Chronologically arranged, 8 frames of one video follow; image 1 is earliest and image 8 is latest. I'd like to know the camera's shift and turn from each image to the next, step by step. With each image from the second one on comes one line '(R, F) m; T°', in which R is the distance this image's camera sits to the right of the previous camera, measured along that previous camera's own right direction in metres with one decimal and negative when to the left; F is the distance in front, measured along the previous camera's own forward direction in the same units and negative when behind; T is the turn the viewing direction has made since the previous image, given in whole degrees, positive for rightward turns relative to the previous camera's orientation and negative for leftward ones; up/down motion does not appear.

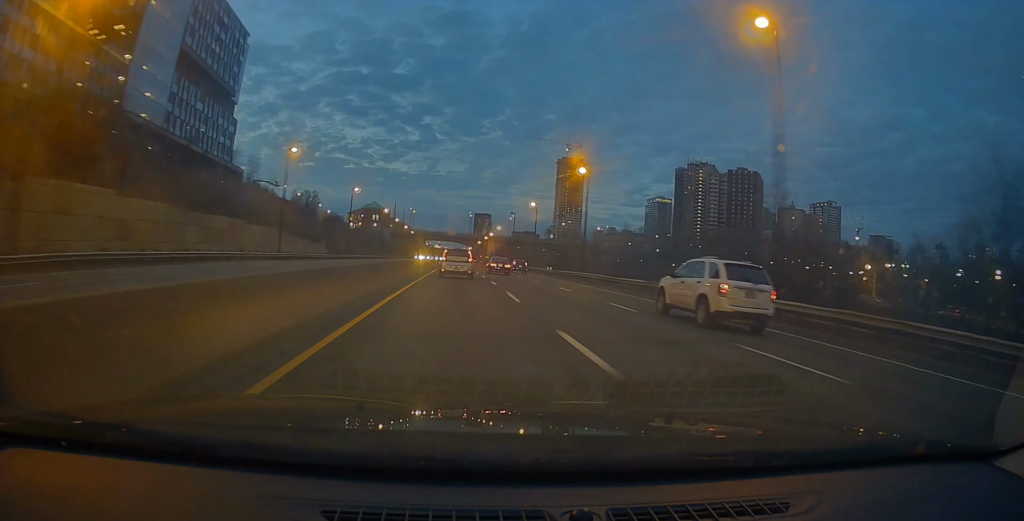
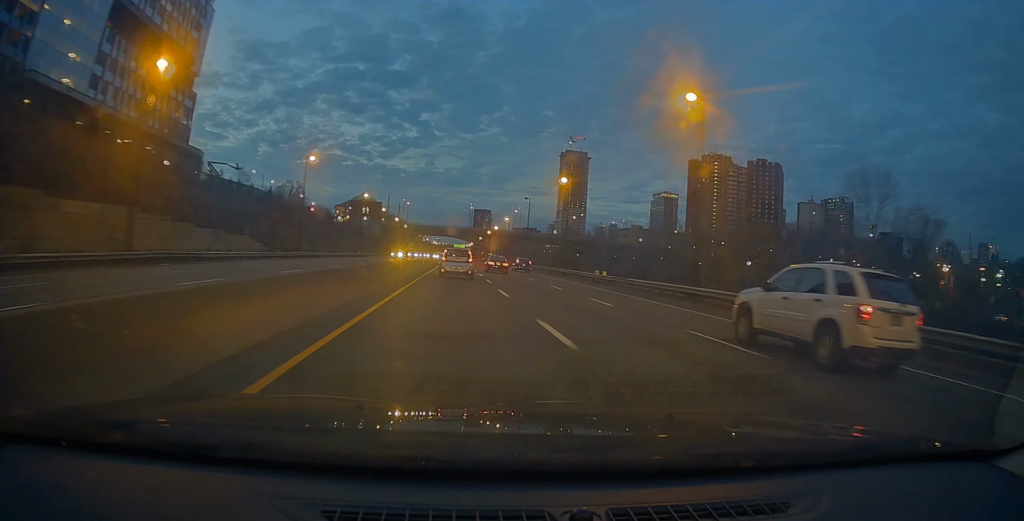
(0.0, +27.1) m; 0°
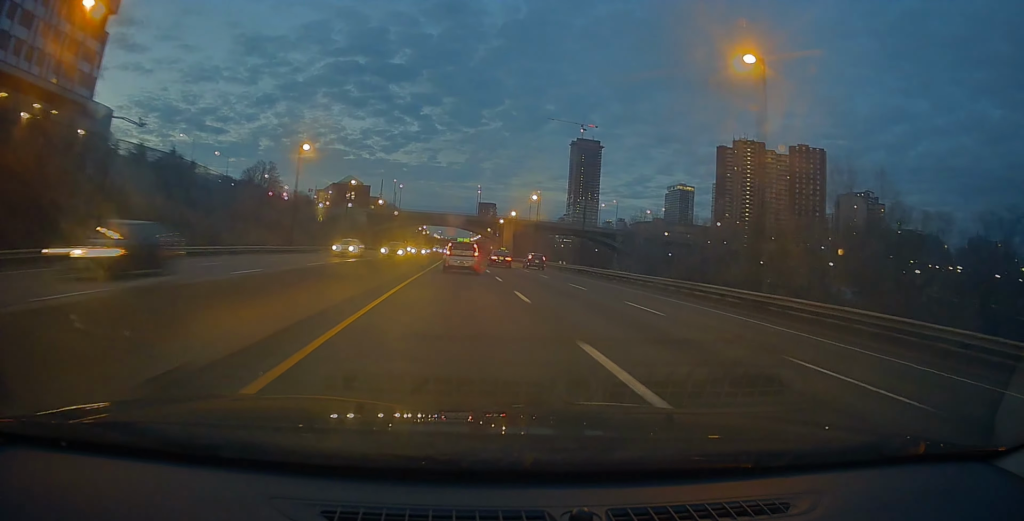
(-0.4, +42.1) m; -1°
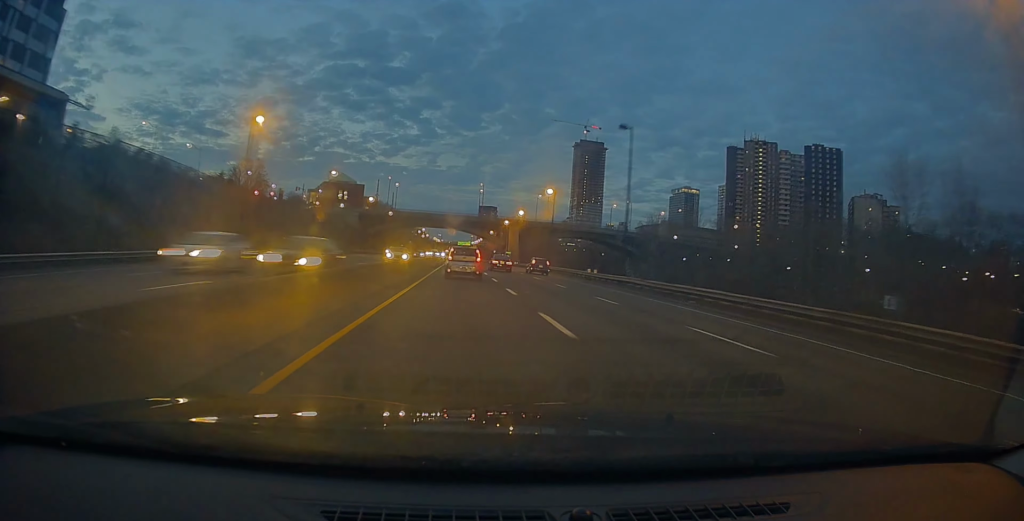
(-0.1, +15.0) m; 0°
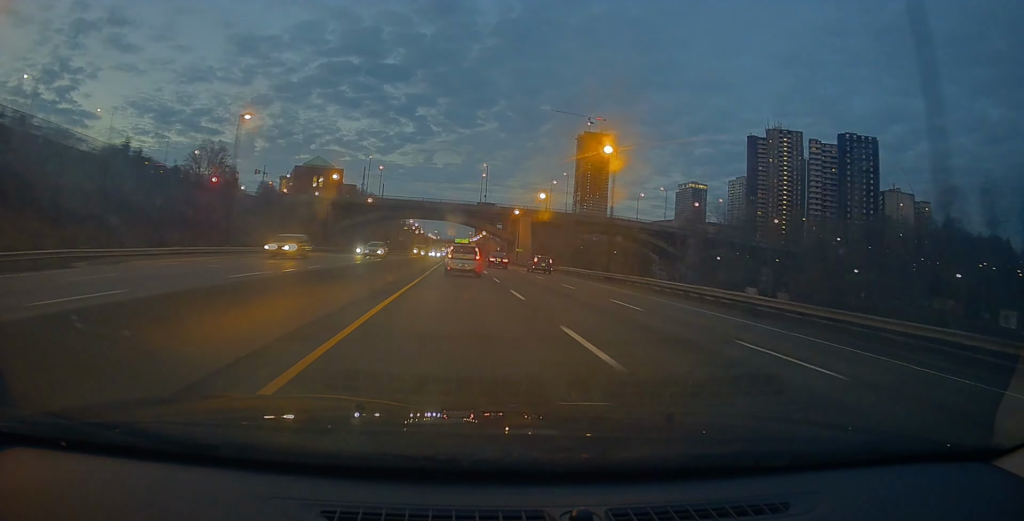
(+0.1, +32.5) m; +1°
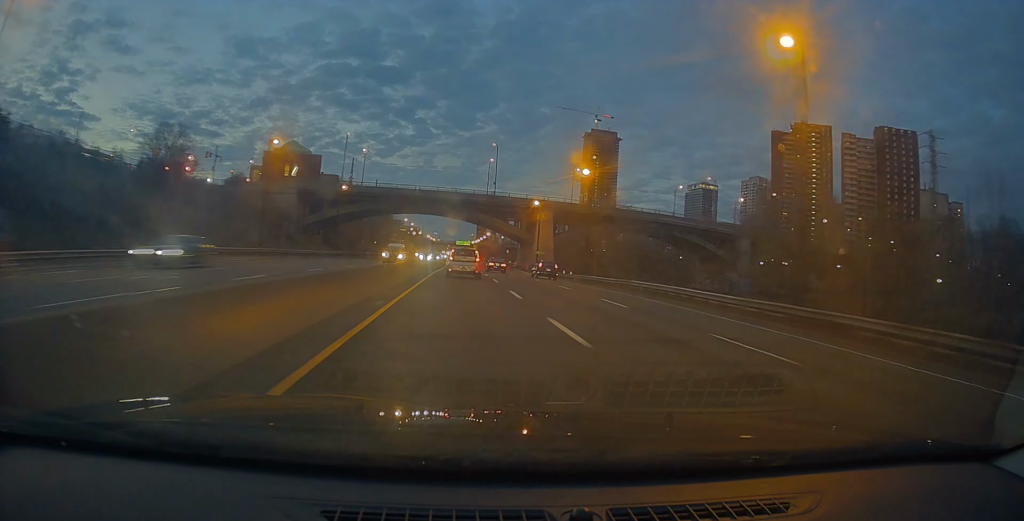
(+0.6, +27.8) m; 0°
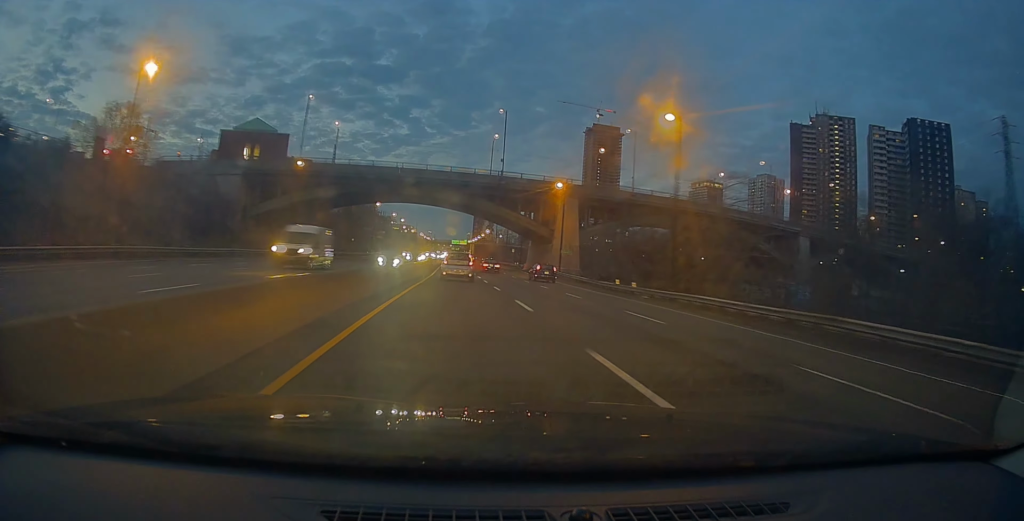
(-0.6, +22.9) m; -1°
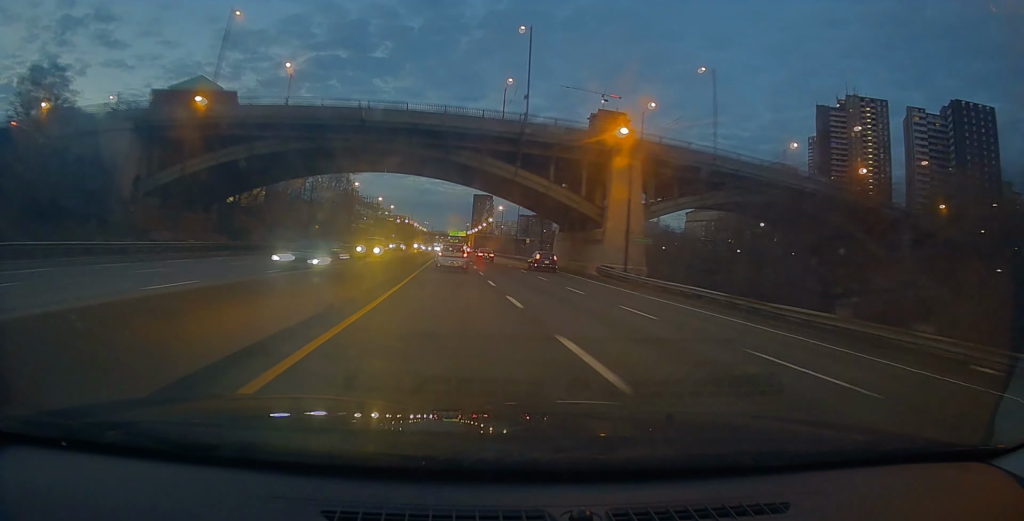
(+0.1, +26.1) m; +1°
